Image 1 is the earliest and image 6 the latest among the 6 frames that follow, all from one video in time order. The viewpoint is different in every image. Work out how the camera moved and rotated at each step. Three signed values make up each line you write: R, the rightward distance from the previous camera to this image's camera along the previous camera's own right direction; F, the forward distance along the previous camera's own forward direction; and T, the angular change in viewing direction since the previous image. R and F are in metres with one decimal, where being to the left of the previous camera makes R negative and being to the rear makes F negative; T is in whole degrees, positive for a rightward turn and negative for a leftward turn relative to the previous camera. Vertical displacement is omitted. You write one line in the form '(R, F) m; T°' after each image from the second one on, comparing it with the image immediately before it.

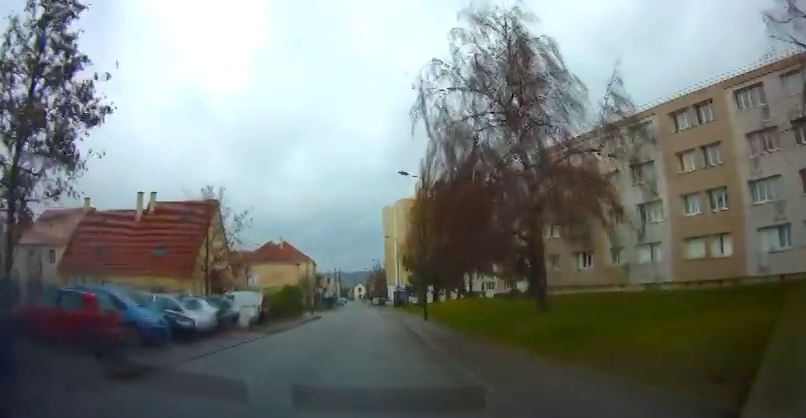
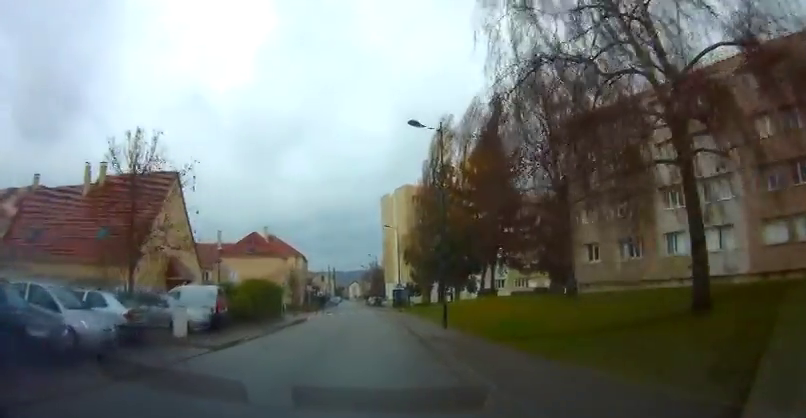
(0.0, +8.1) m; 0°
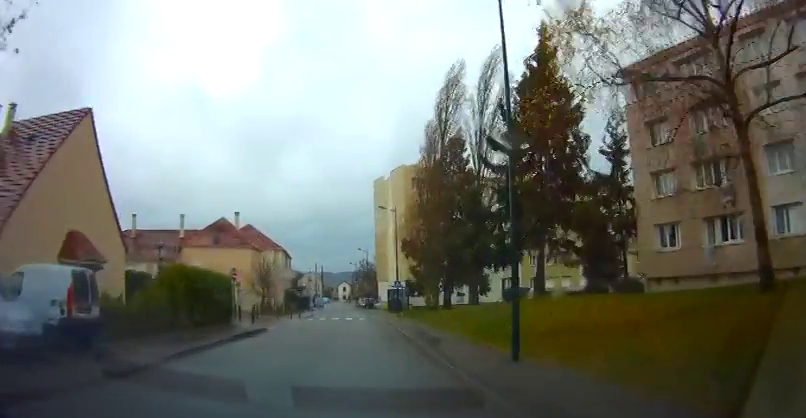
(0.0, +10.5) m; 0°
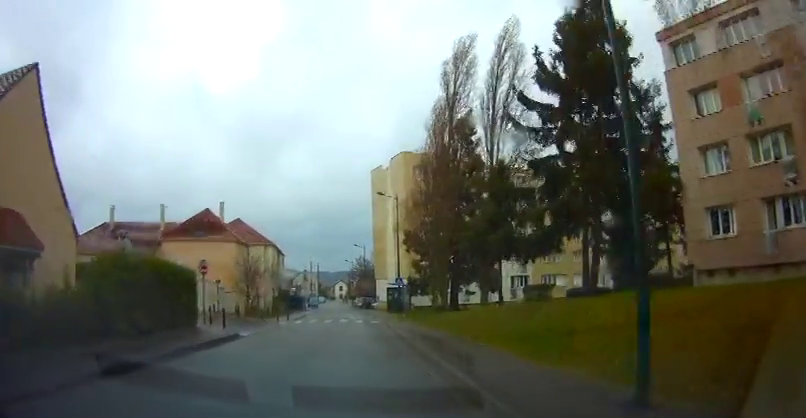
(0.0, +4.8) m; 0°
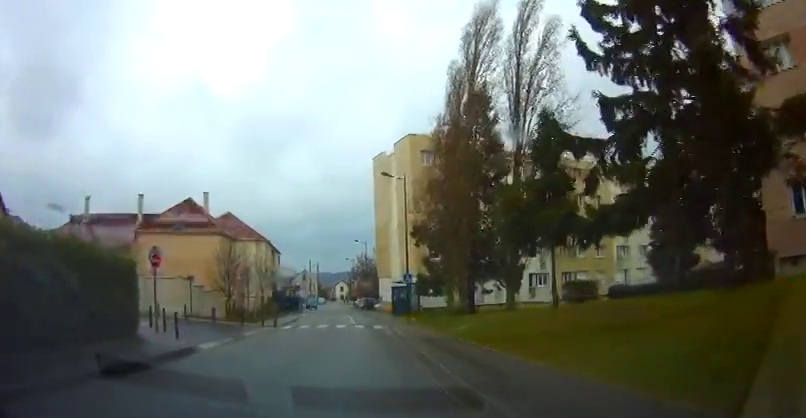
(0.0, +5.6) m; +1°
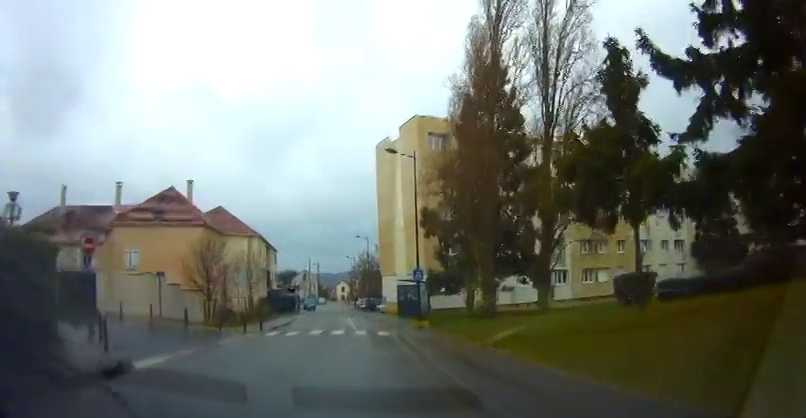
(0.0, +4.6) m; 0°
